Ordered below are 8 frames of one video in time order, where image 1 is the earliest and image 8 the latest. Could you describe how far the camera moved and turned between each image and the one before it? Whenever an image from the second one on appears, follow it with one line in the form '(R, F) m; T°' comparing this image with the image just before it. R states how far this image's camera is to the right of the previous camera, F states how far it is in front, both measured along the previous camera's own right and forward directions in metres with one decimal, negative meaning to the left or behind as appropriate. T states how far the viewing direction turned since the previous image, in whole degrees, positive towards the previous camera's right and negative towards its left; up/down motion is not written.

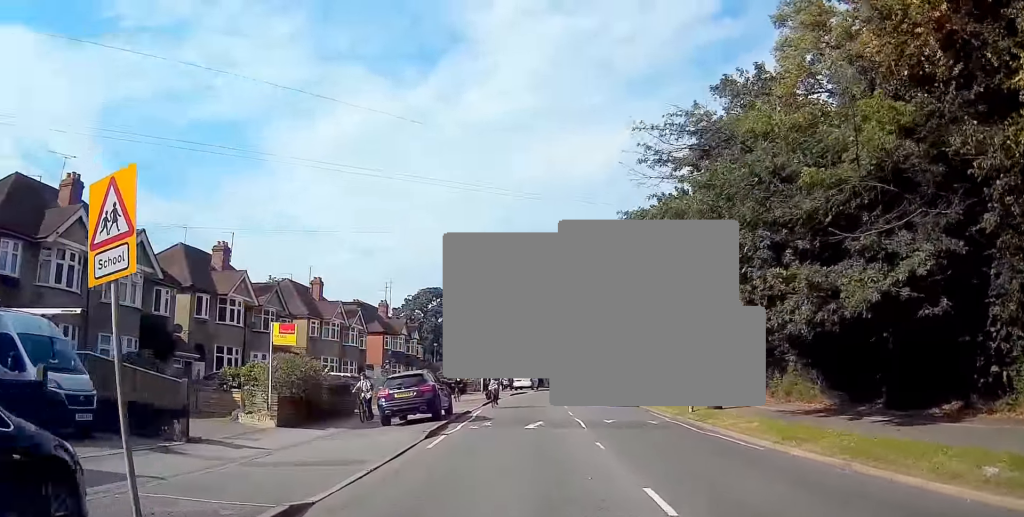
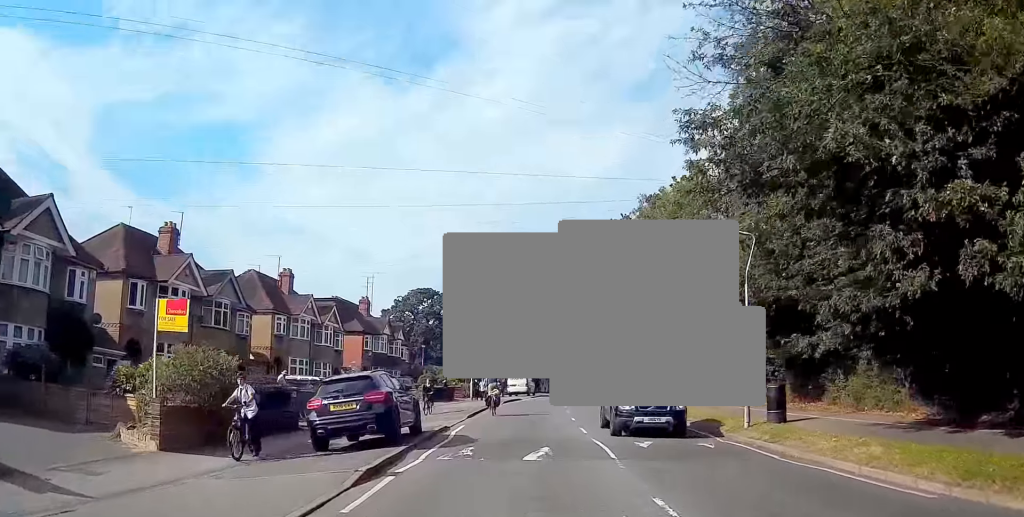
(0.0, +6.9) m; 0°
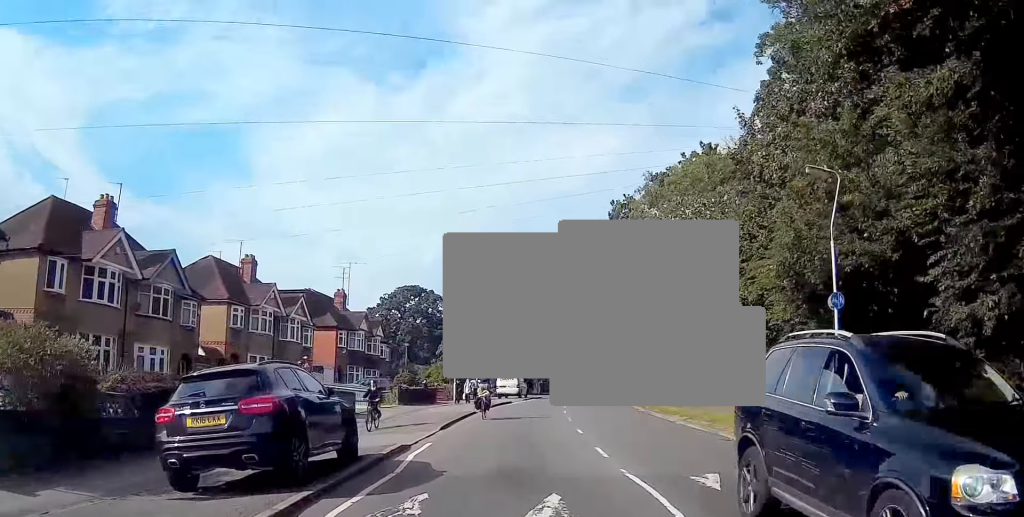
(0.0, +6.3) m; +1°
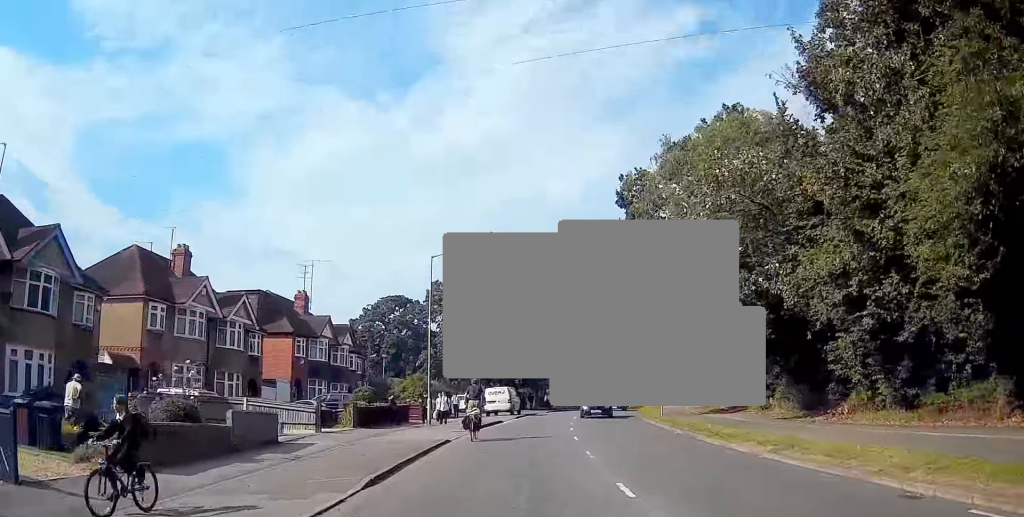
(+0.1, +9.1) m; +1°
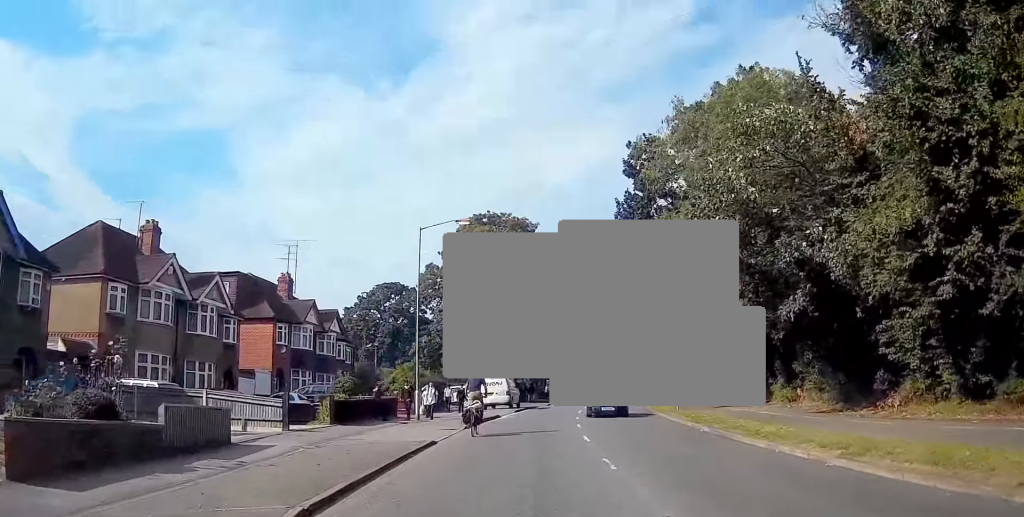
(0.0, +3.4) m; 0°
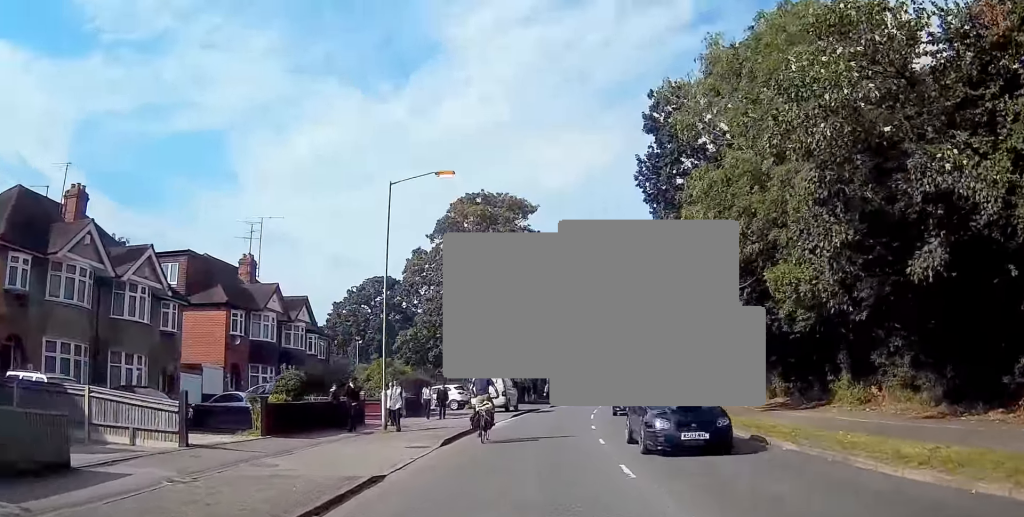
(0.0, +6.6) m; 0°
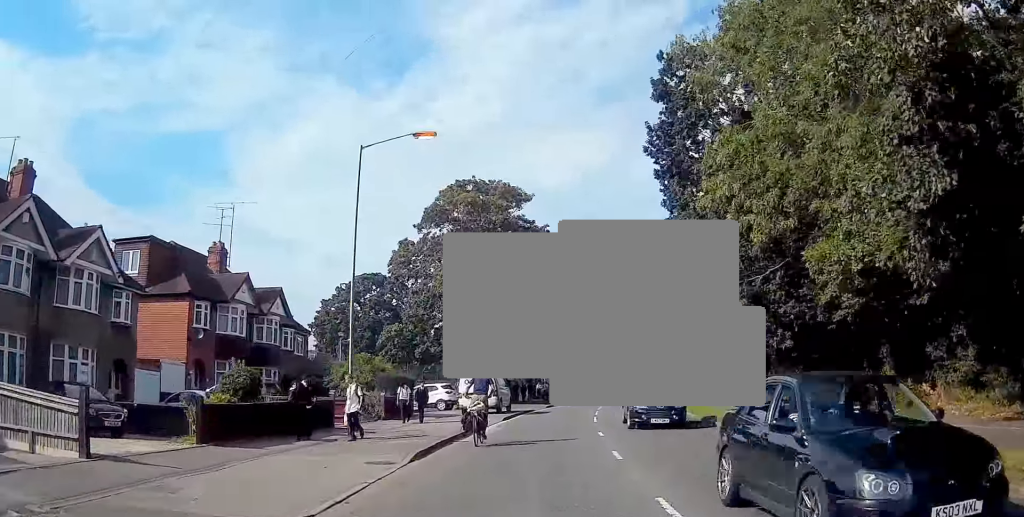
(0.0, +3.4) m; 0°
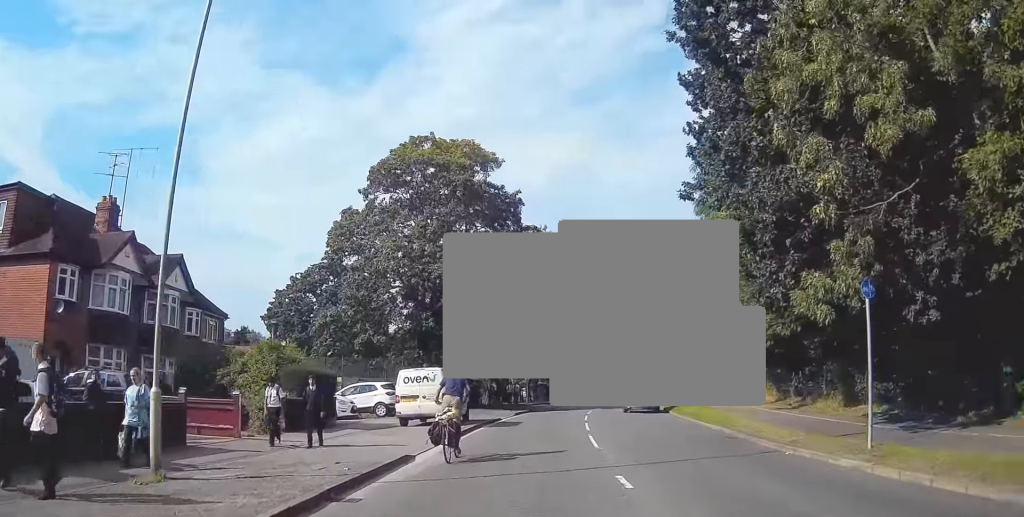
(-0.1, +8.9) m; +2°
